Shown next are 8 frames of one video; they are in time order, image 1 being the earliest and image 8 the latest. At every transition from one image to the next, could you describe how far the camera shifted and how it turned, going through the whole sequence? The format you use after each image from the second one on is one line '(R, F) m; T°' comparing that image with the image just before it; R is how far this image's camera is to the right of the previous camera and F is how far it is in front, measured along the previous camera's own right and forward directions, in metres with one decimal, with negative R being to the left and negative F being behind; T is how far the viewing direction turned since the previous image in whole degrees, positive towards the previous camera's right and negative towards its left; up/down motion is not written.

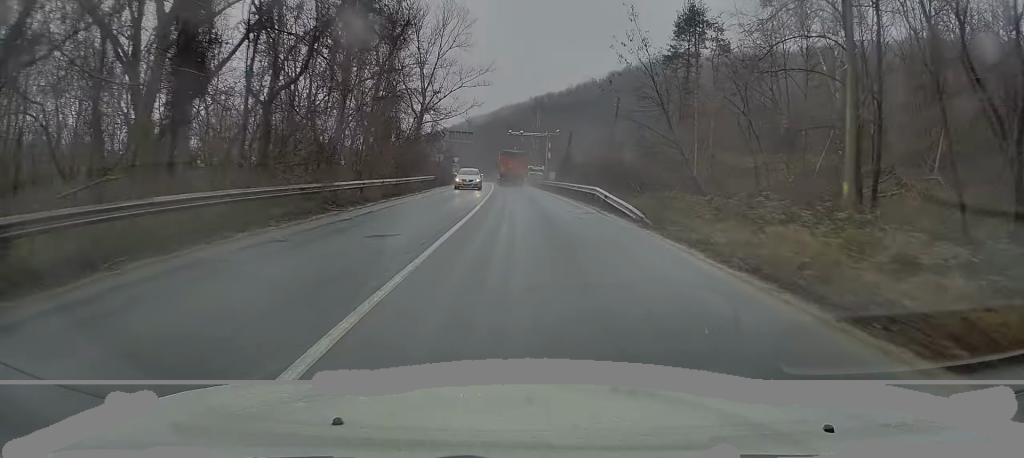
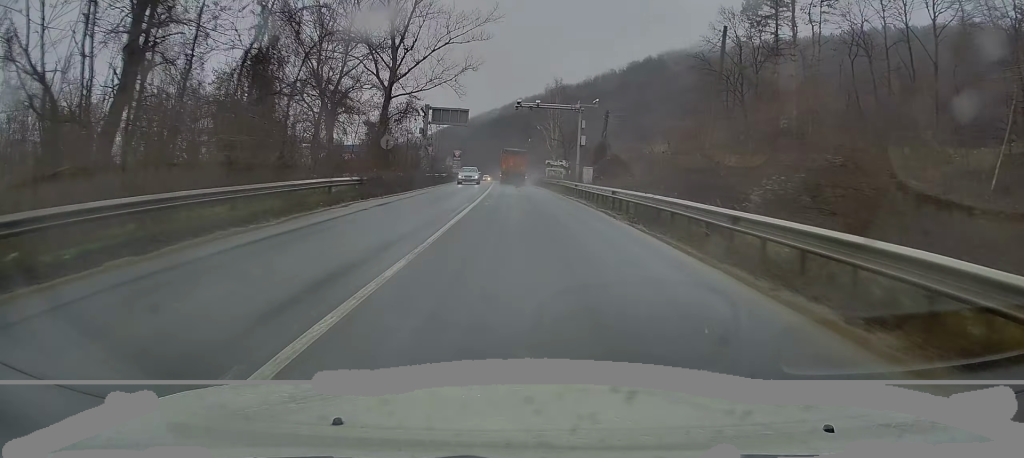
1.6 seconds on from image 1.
(-0.3, +26.8) m; -1°
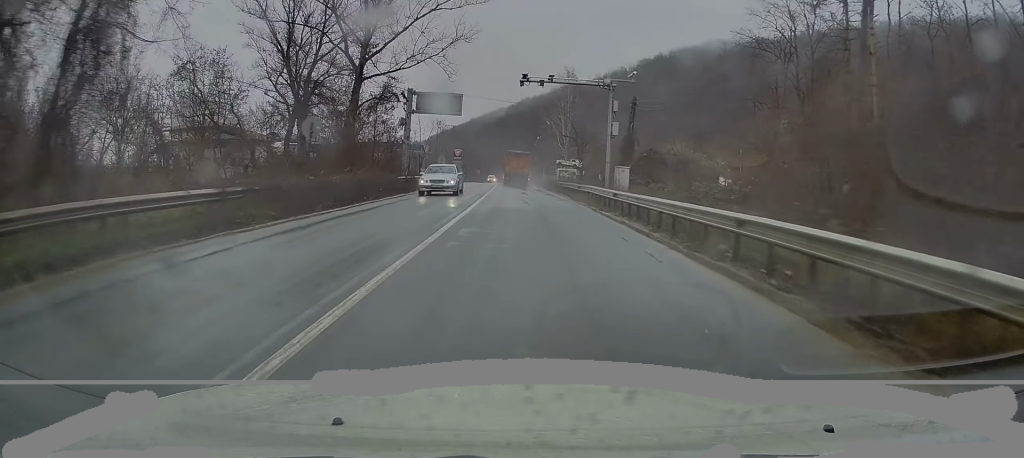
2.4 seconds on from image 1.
(0.0, +12.6) m; 0°
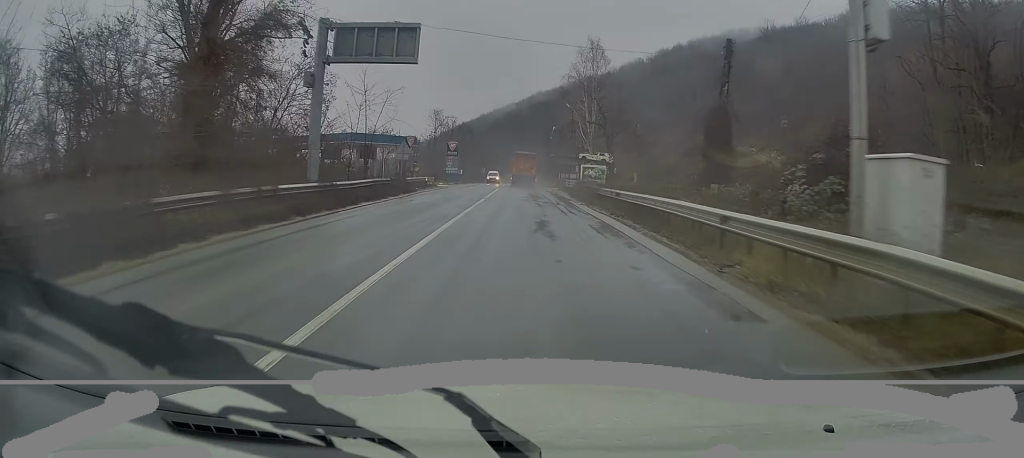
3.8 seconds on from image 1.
(-0.1, +23.4) m; -1°
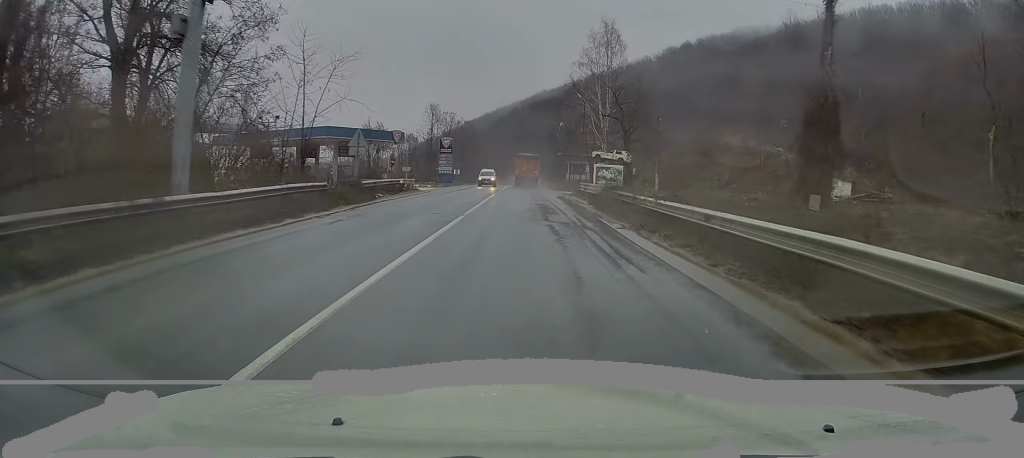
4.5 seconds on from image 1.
(0.0, +10.8) m; 0°
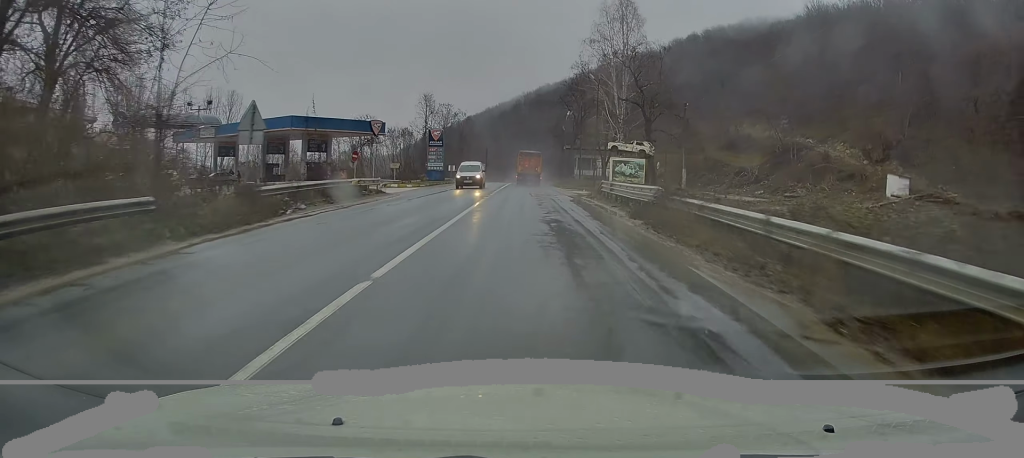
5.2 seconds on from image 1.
(0.0, +10.6) m; -1°
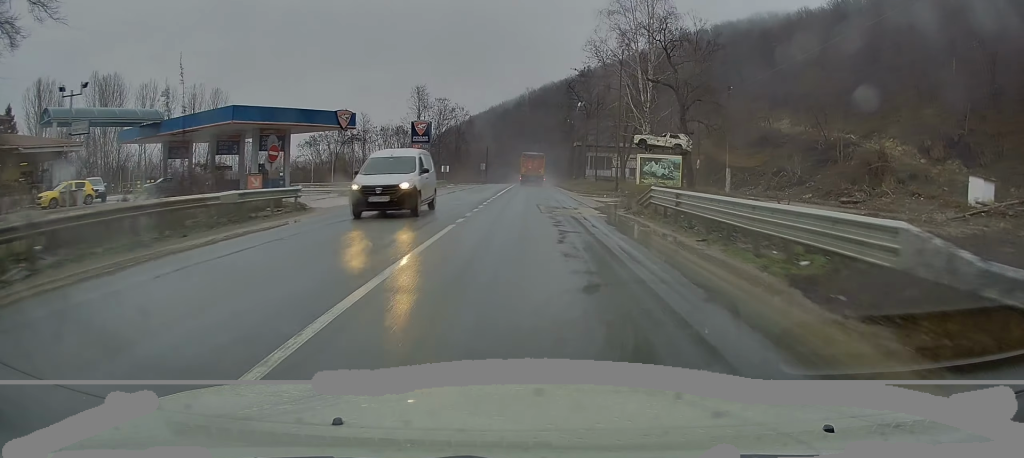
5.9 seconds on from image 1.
(-0.1, +11.6) m; -1°
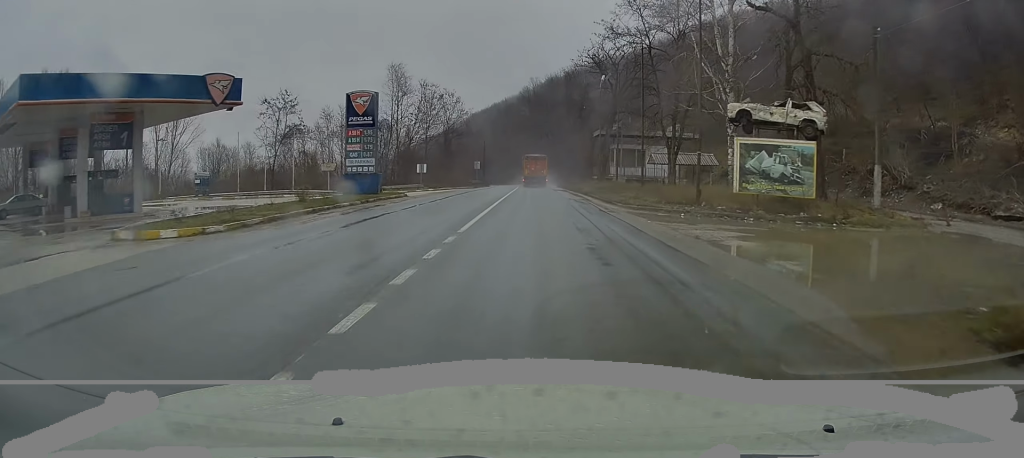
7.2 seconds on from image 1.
(-0.1, +20.0) m; +2°
